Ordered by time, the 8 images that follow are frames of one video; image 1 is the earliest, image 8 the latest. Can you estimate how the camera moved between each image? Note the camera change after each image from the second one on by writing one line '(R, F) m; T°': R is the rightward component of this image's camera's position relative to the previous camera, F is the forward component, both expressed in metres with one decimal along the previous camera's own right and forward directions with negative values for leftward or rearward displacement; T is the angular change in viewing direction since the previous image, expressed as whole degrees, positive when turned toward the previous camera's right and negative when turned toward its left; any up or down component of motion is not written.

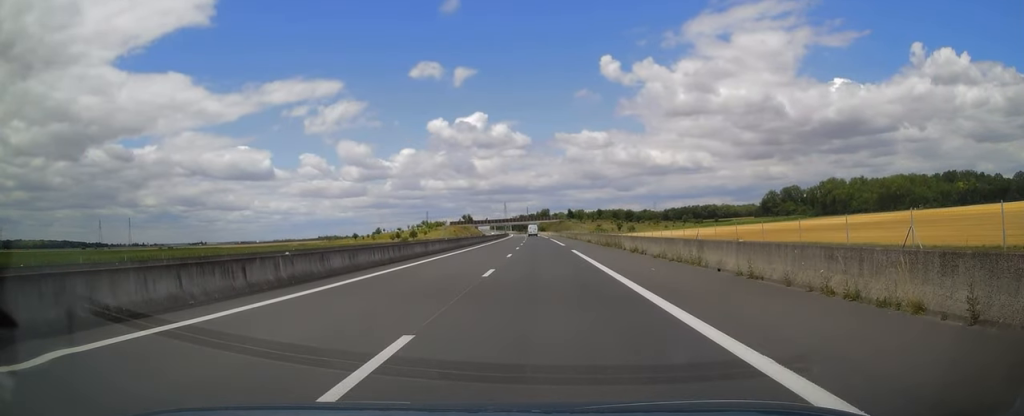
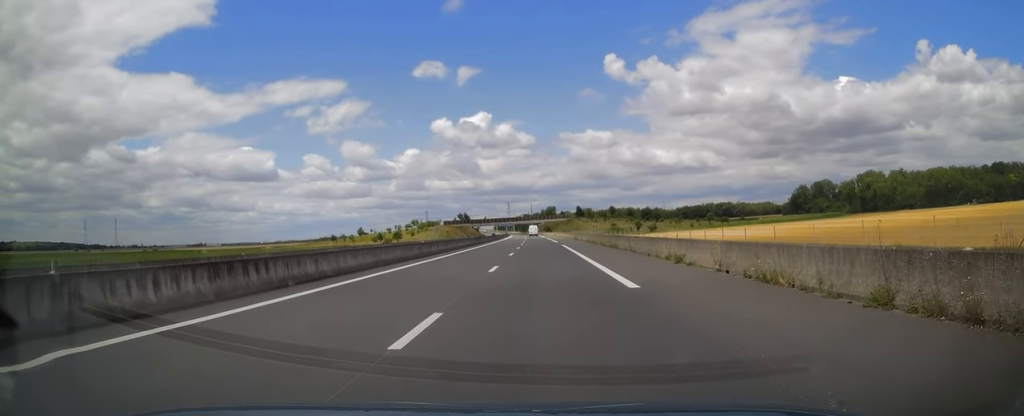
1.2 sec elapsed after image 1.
(-0.2, +36.7) m; 0°
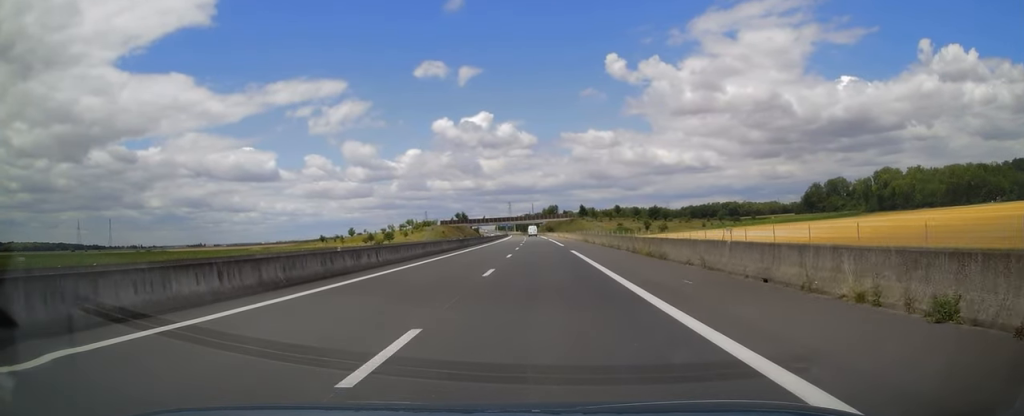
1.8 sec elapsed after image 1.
(+0.2, +14.7) m; 0°
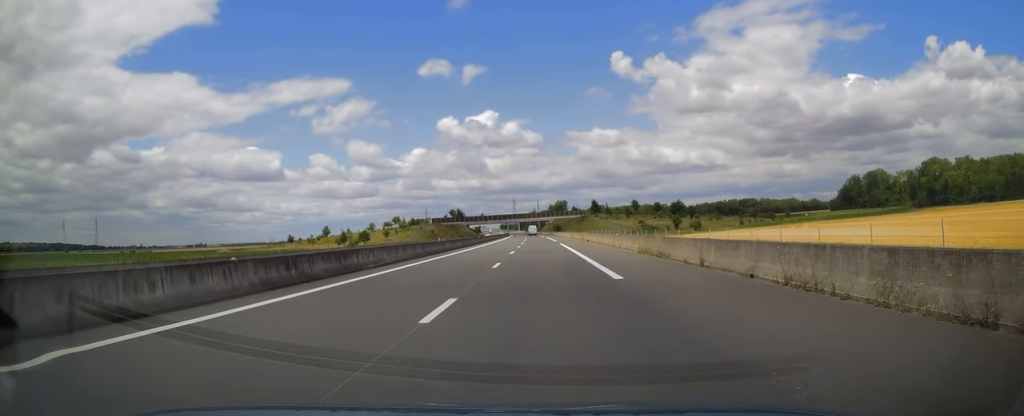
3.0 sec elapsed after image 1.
(-0.4, +35.2) m; -1°
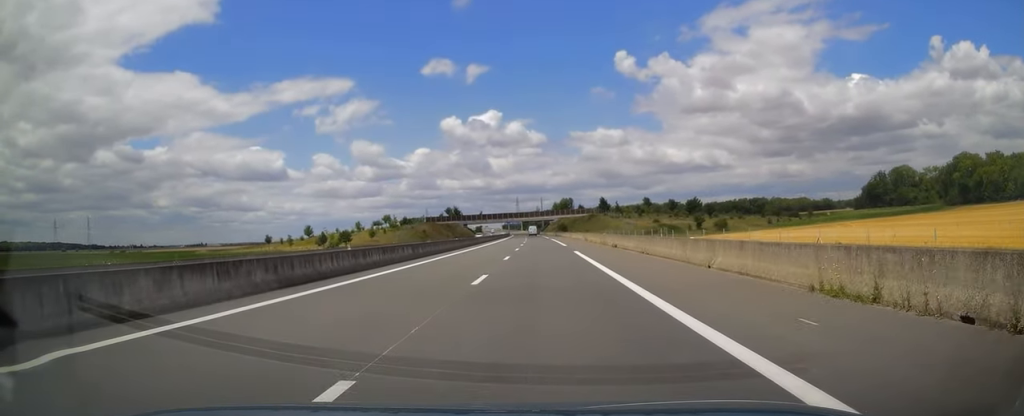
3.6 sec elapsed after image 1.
(0.0, +19.6) m; -1°
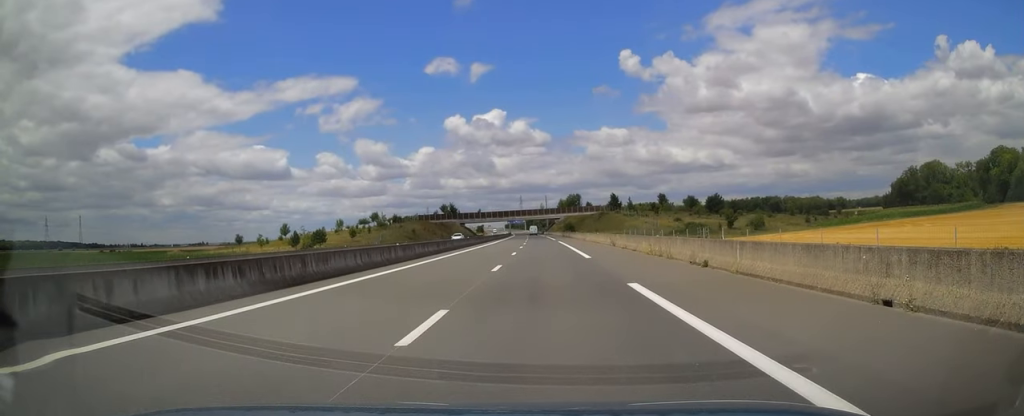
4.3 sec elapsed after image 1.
(-0.2, +21.0) m; -1°
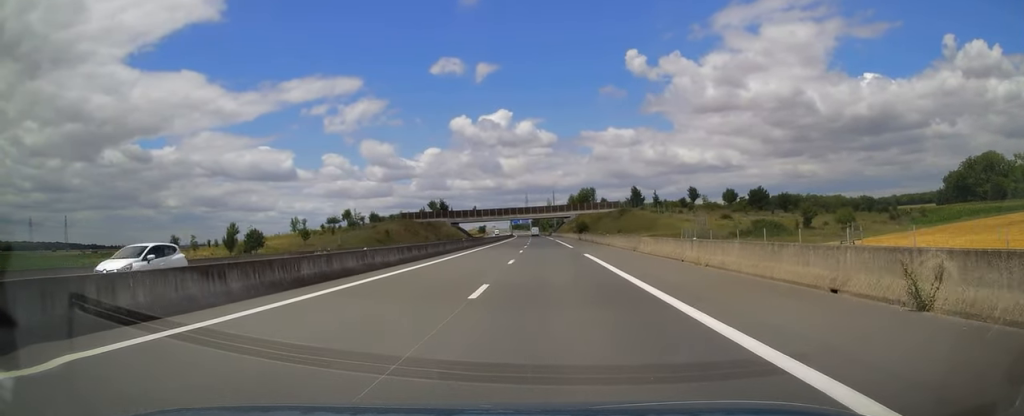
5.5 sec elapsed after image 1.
(-0.3, +33.7) m; -1°
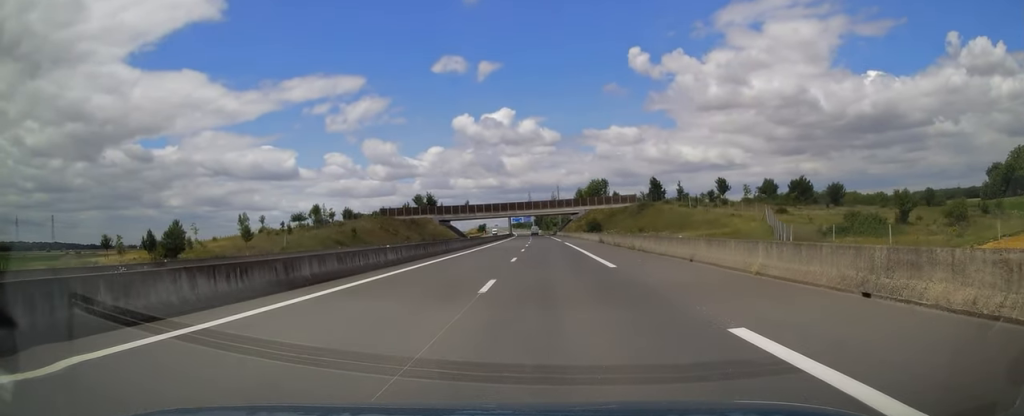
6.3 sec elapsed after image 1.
(0.0, +24.9) m; 0°
